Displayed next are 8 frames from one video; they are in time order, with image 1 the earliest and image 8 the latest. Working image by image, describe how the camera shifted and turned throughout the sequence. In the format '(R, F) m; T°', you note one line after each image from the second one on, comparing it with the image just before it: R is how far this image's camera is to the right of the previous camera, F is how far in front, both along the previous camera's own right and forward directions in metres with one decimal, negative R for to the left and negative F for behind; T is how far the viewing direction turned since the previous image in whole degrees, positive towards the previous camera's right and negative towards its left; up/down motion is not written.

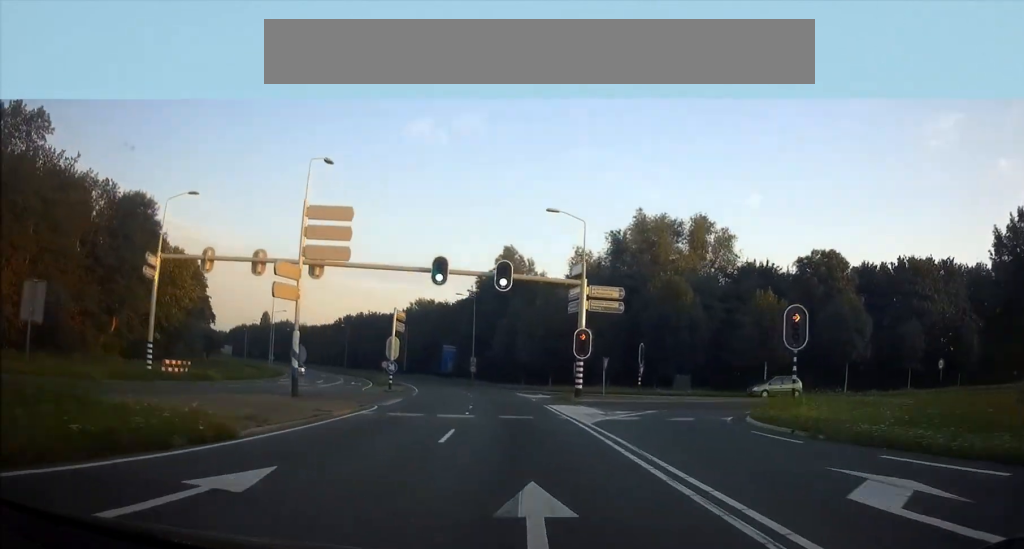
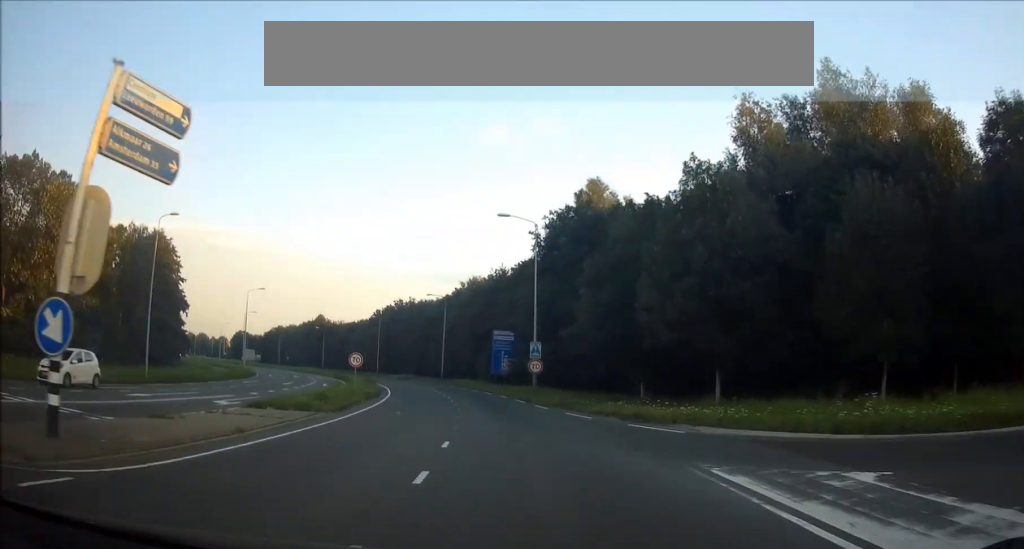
(-2.7, +37.4) m; -9°
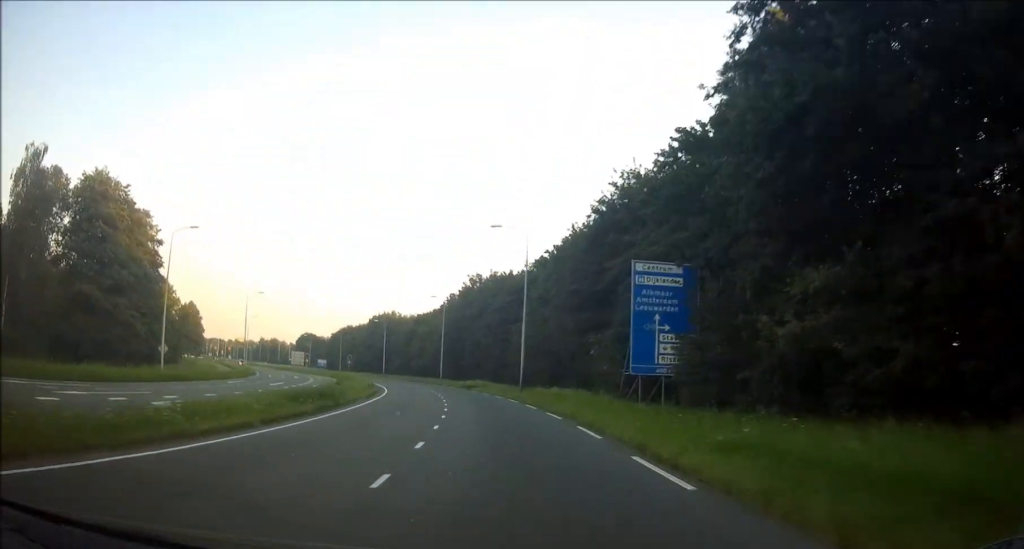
(-2.9, +35.9) m; -10°
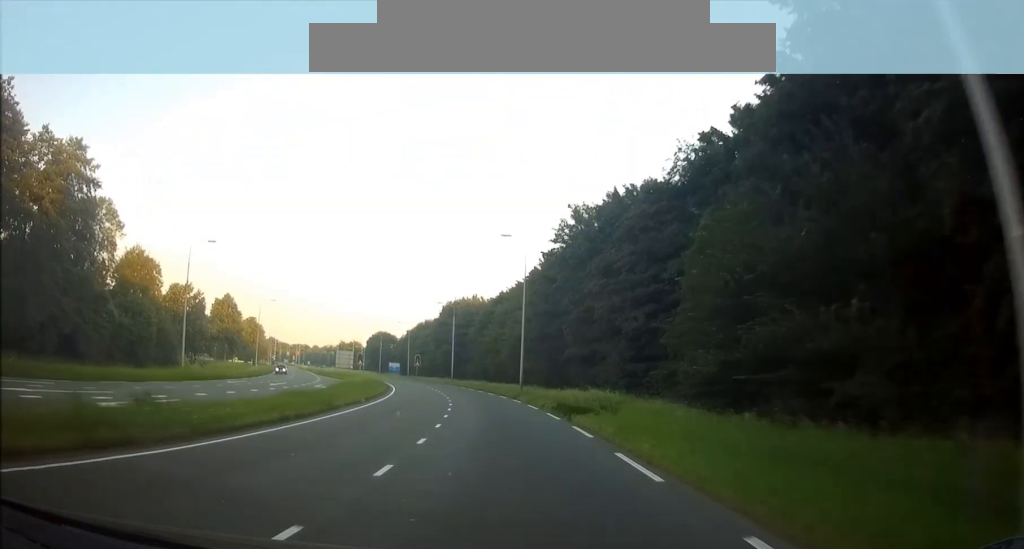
(-2.1, +34.5) m; -9°
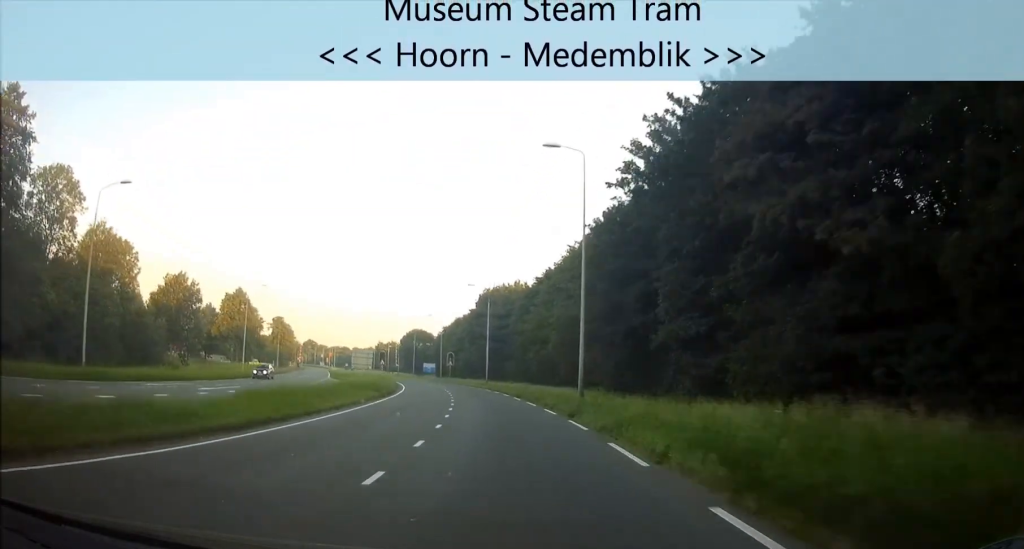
(-1.6, +16.6) m; -4°
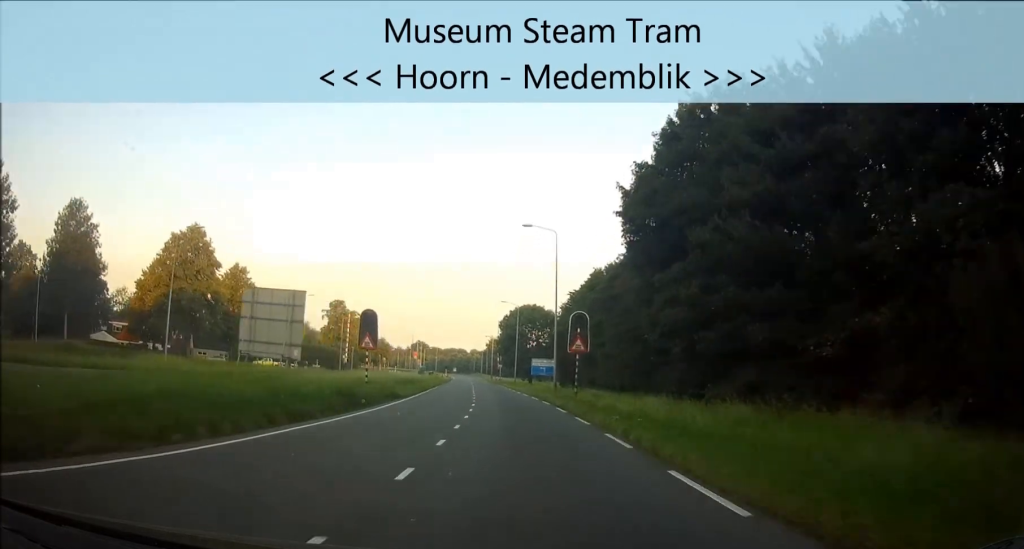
(-6.6, +62.3) m; -11°
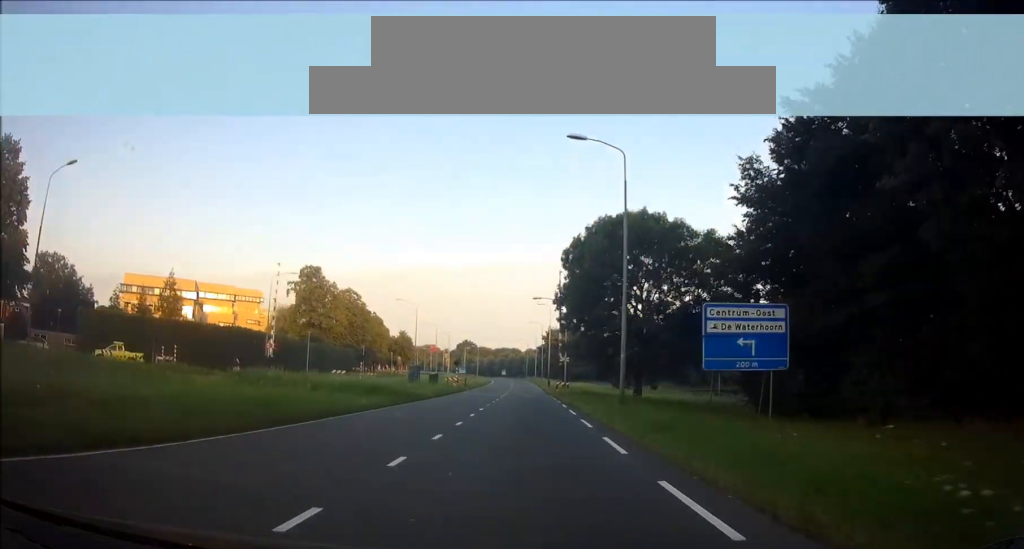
(-2.5, +54.6) m; -3°
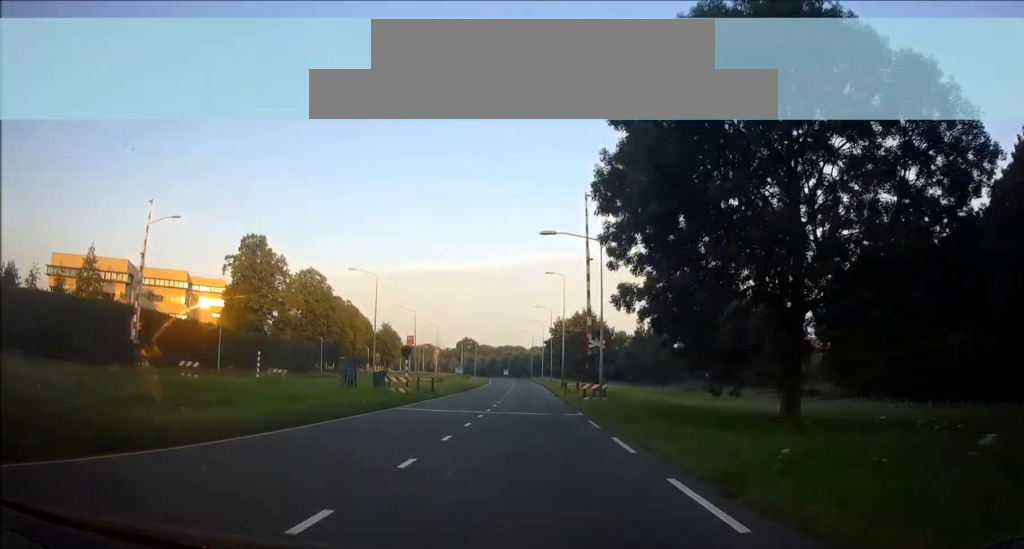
(-0.2, +23.9) m; -1°
